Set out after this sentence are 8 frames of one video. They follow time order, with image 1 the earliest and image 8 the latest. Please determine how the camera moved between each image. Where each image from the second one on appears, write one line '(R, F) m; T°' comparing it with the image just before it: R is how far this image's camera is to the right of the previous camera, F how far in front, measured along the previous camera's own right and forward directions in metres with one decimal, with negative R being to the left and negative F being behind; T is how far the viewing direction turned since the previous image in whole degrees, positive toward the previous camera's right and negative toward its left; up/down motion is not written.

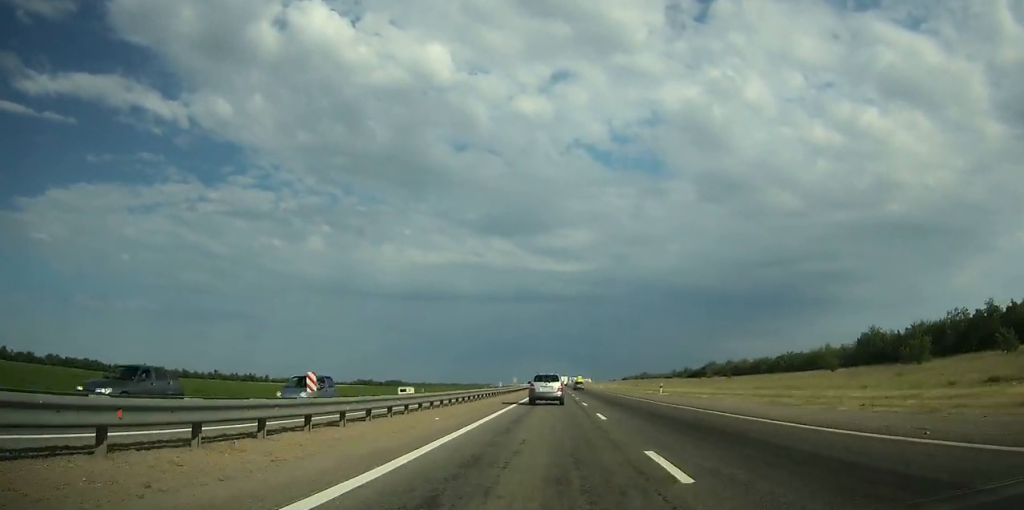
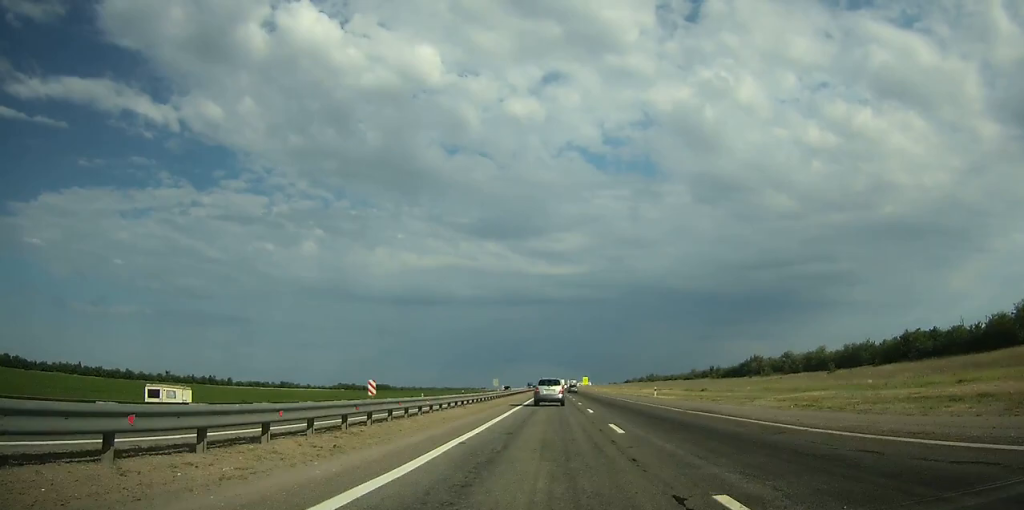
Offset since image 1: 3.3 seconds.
(+0.1, +76.0) m; 0°
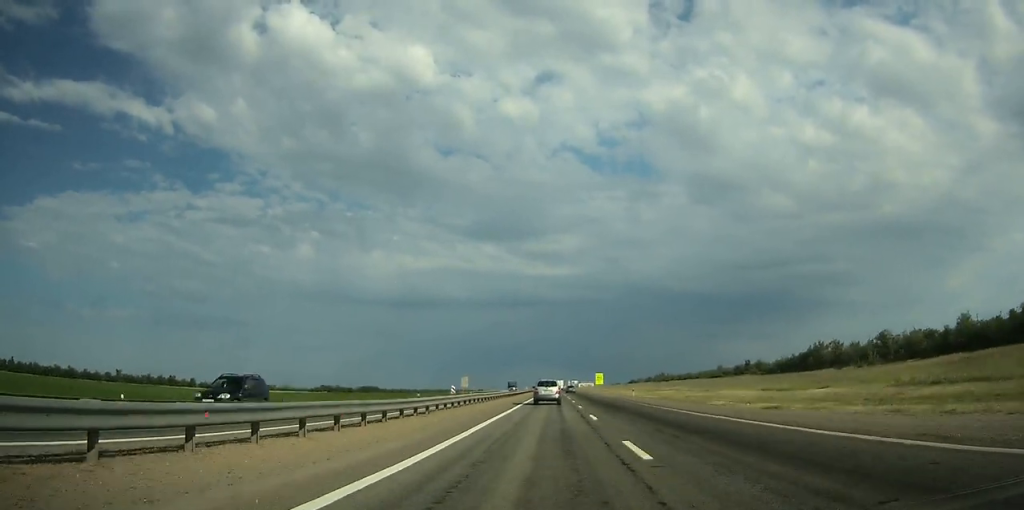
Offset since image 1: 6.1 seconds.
(+0.1, +64.7) m; 0°
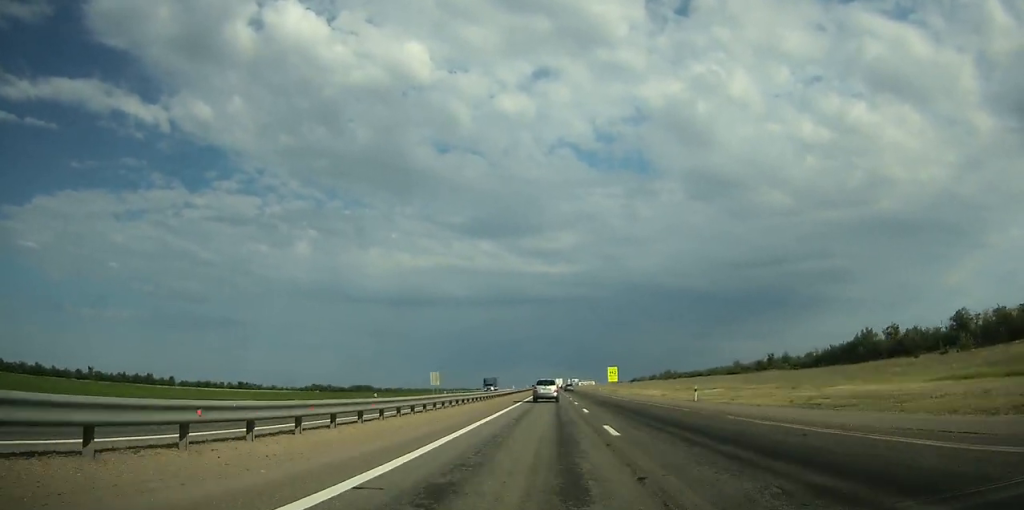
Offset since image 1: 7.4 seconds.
(0.0, +31.8) m; 0°
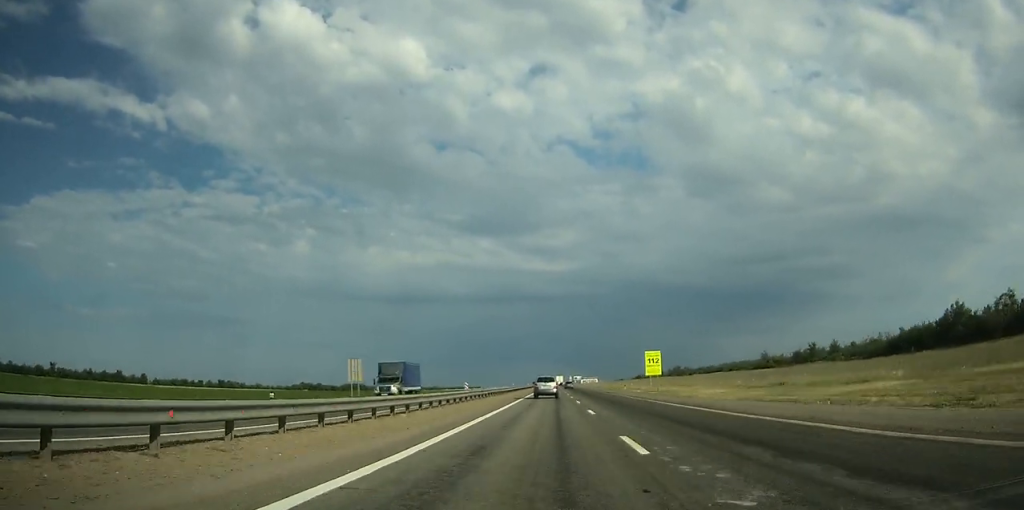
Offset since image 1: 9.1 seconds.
(0.0, +42.7) m; 0°
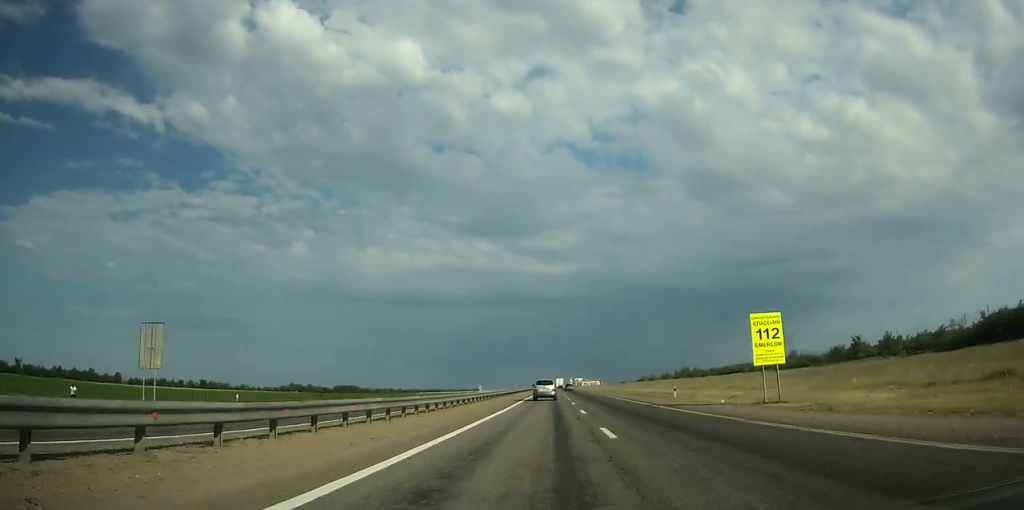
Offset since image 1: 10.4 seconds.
(0.0, +33.2) m; 0°
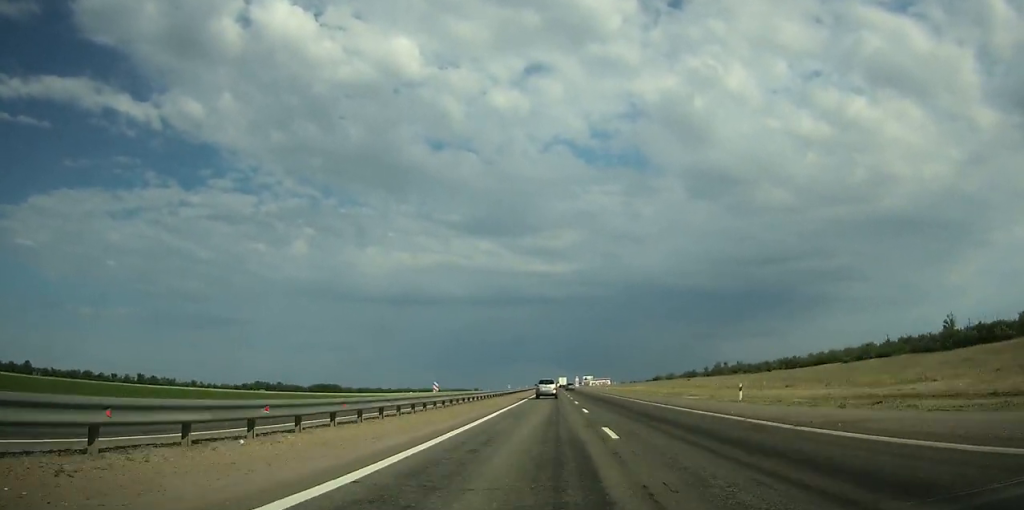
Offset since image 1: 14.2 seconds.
(-0.2, +98.1) m; 0°
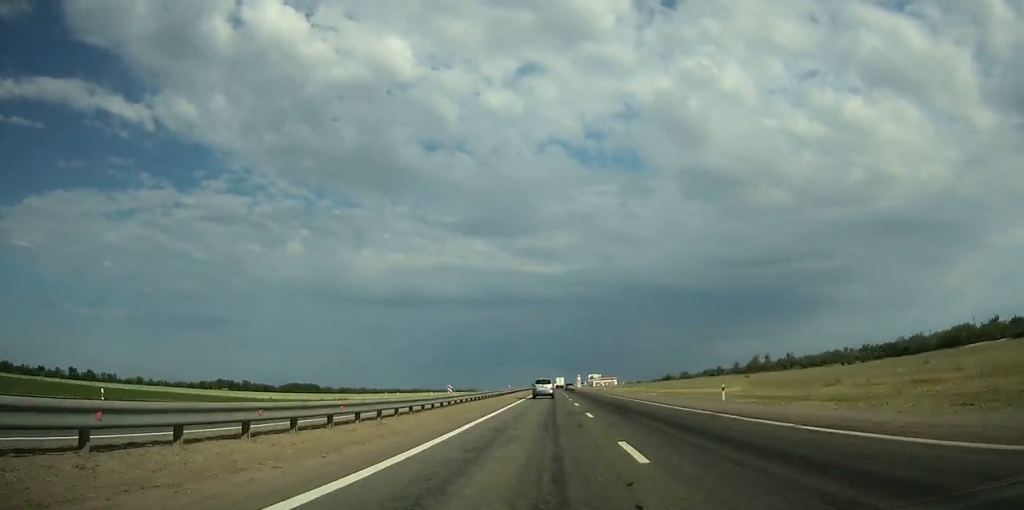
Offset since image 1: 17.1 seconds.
(0.0, +74.7) m; 0°
